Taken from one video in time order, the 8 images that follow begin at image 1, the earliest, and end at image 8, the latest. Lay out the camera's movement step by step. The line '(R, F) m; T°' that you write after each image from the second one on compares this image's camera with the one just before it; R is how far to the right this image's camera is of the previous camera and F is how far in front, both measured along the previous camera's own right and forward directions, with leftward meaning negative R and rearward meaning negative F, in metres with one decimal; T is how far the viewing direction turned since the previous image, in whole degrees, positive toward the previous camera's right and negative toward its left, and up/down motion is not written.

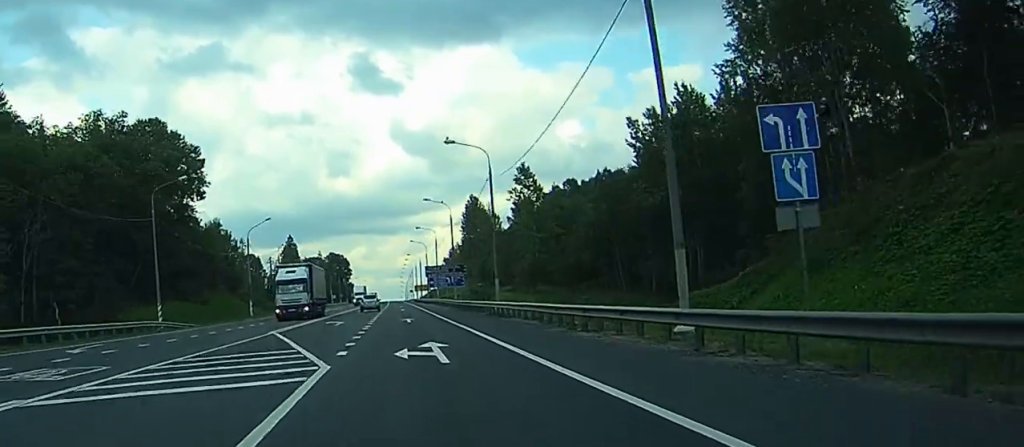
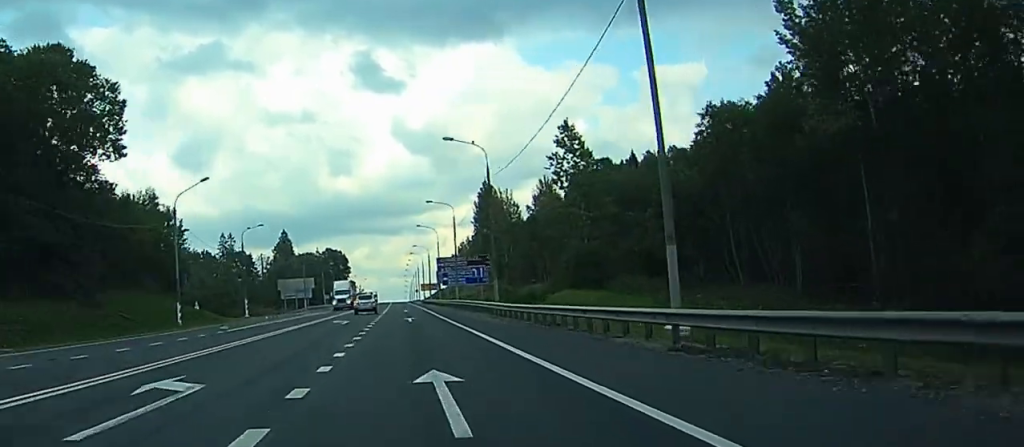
(0.0, +34.9) m; 0°
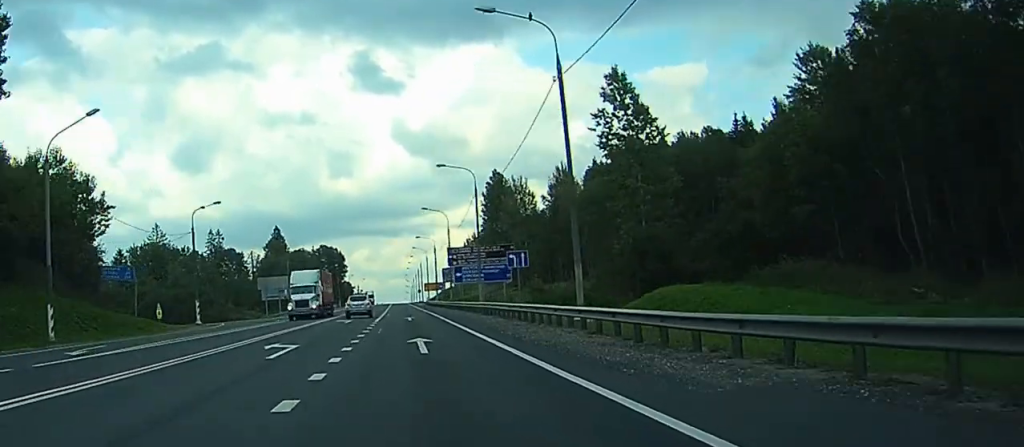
(0.0, +25.3) m; 0°
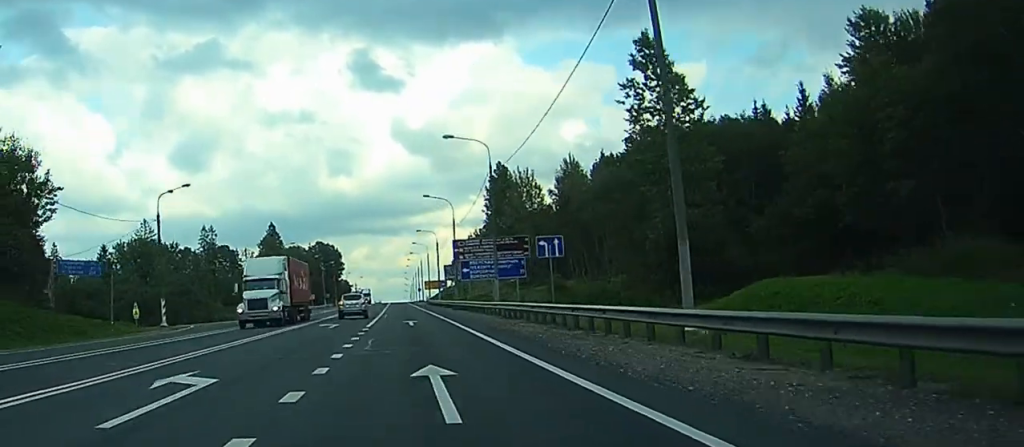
(0.0, +11.1) m; 0°
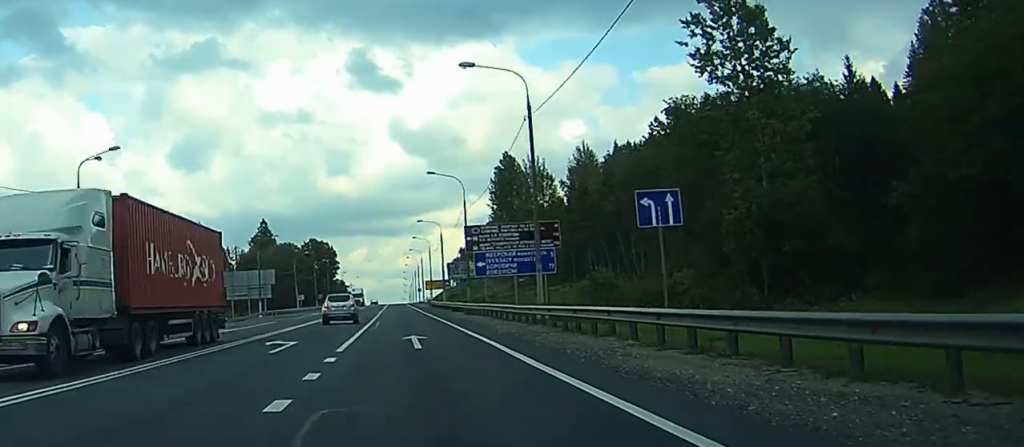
(0.0, +16.7) m; 0°
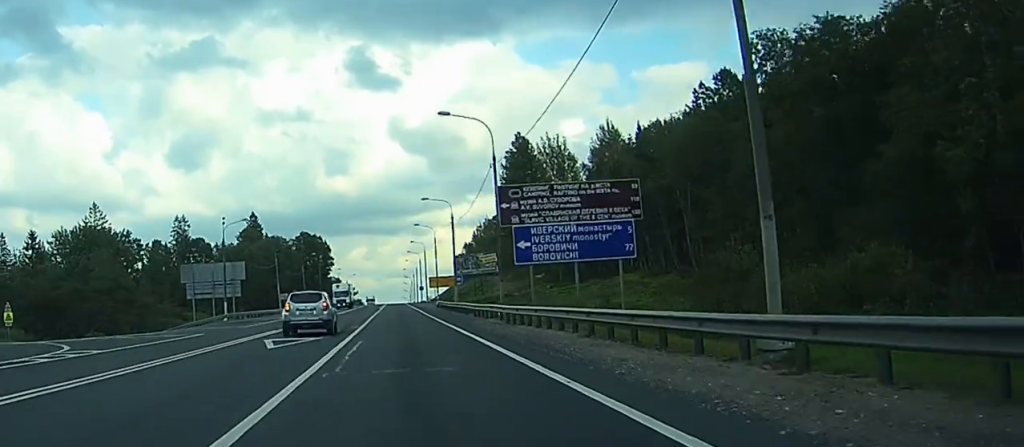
(+0.1, +22.6) m; 0°
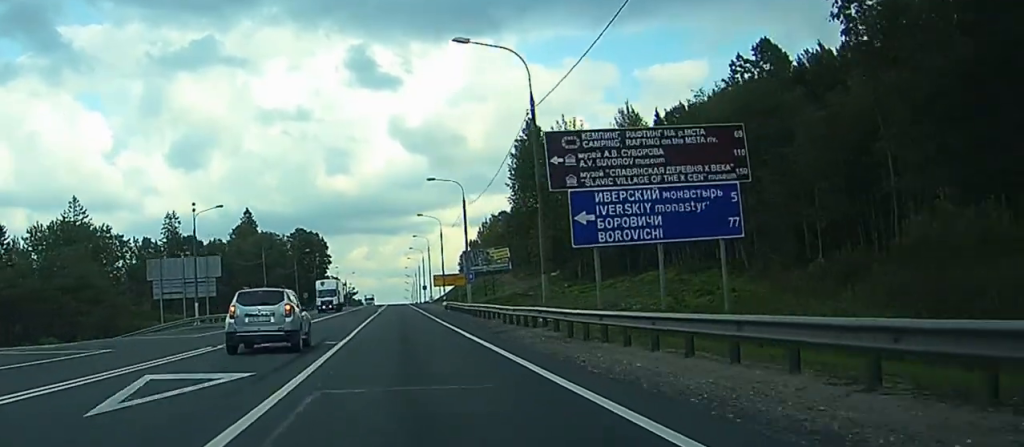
(-0.1, +13.9) m; 0°
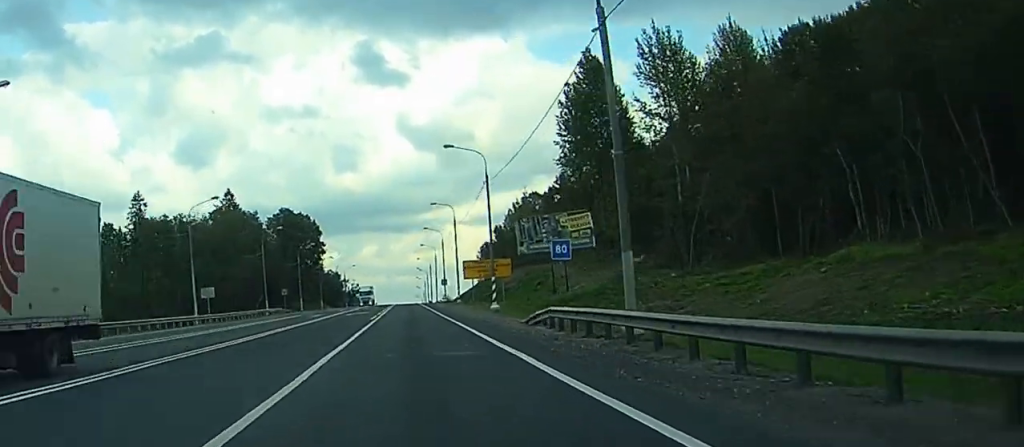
(-0.2, +46.2) m; 0°
